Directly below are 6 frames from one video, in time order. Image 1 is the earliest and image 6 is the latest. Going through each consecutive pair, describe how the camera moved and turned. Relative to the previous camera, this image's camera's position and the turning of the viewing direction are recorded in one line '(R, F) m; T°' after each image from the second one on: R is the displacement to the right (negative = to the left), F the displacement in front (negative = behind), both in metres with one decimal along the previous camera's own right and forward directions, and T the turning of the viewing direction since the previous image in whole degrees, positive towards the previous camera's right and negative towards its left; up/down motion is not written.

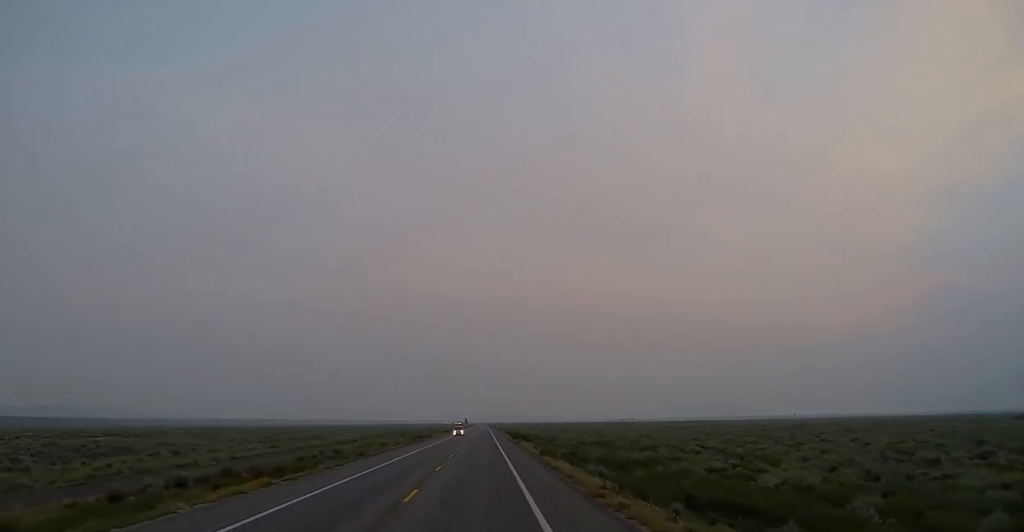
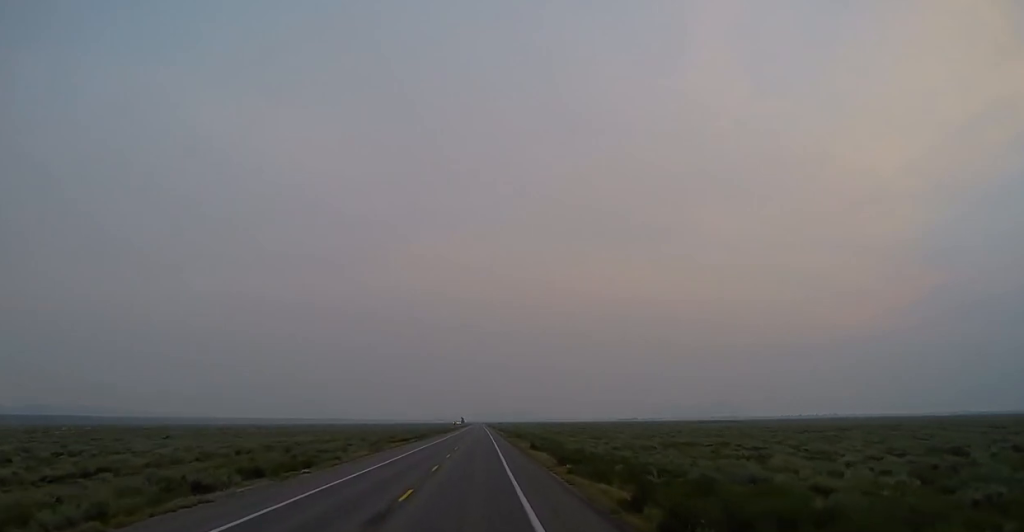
(-0.6, +73.9) m; -1°
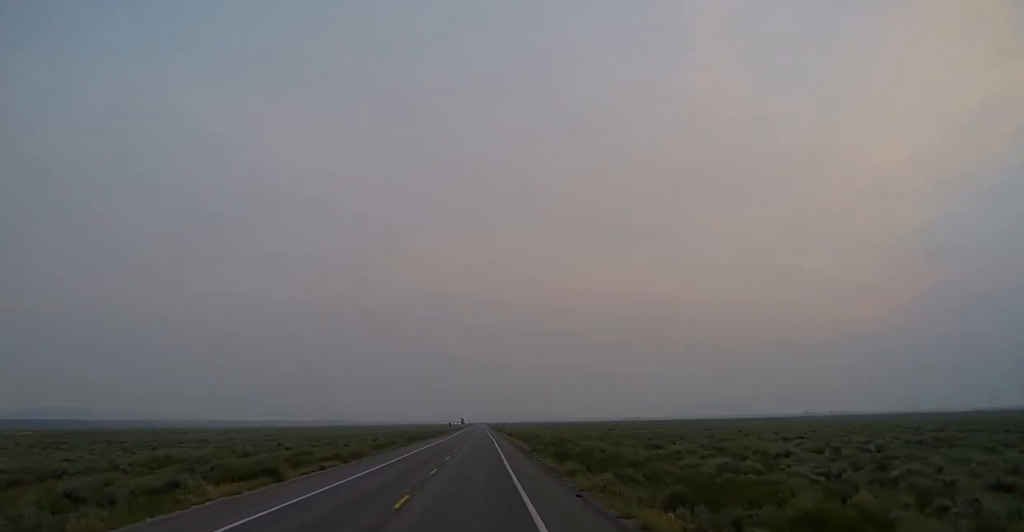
(+0.9, +48.7) m; +1°
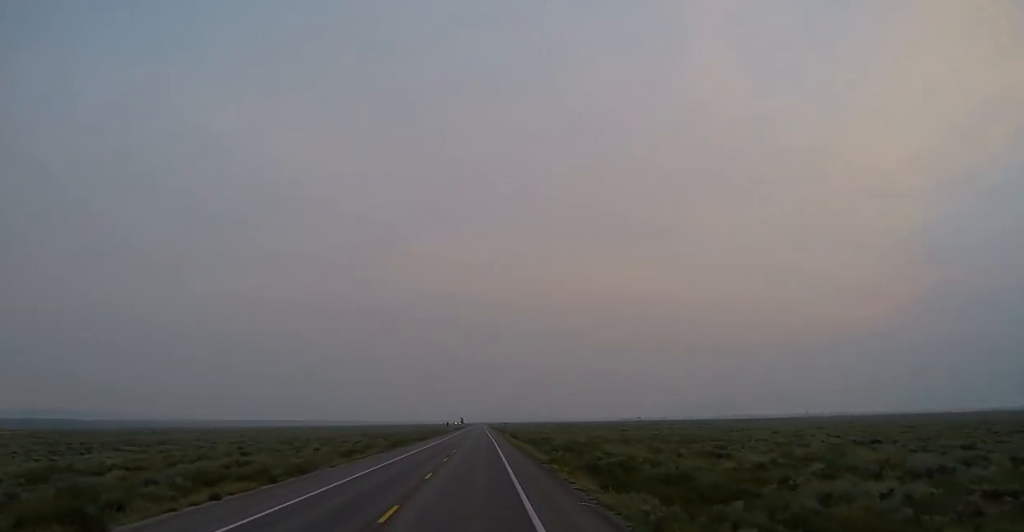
(-0.3, +14.3) m; 0°
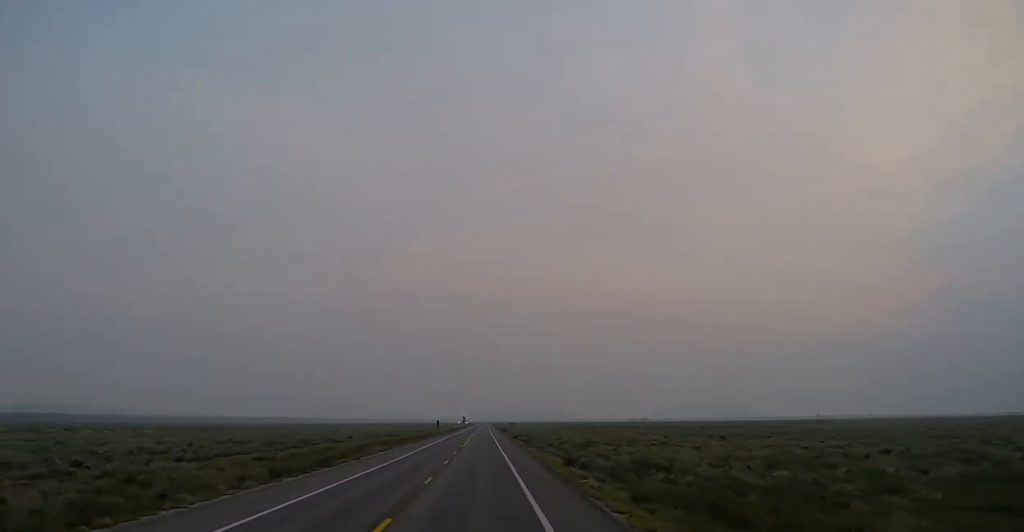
(-0.3, +63.8) m; -1°
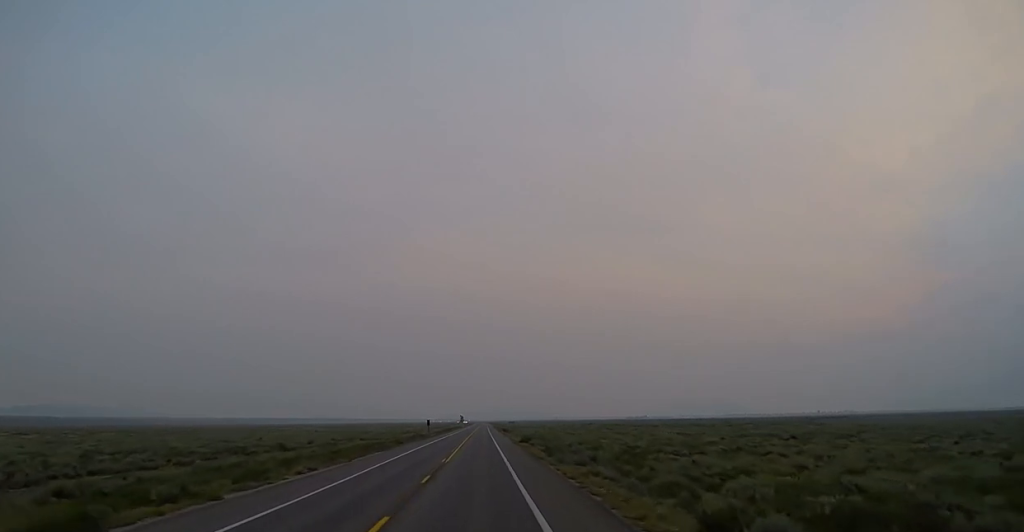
(-0.1, +23.5) m; 0°
